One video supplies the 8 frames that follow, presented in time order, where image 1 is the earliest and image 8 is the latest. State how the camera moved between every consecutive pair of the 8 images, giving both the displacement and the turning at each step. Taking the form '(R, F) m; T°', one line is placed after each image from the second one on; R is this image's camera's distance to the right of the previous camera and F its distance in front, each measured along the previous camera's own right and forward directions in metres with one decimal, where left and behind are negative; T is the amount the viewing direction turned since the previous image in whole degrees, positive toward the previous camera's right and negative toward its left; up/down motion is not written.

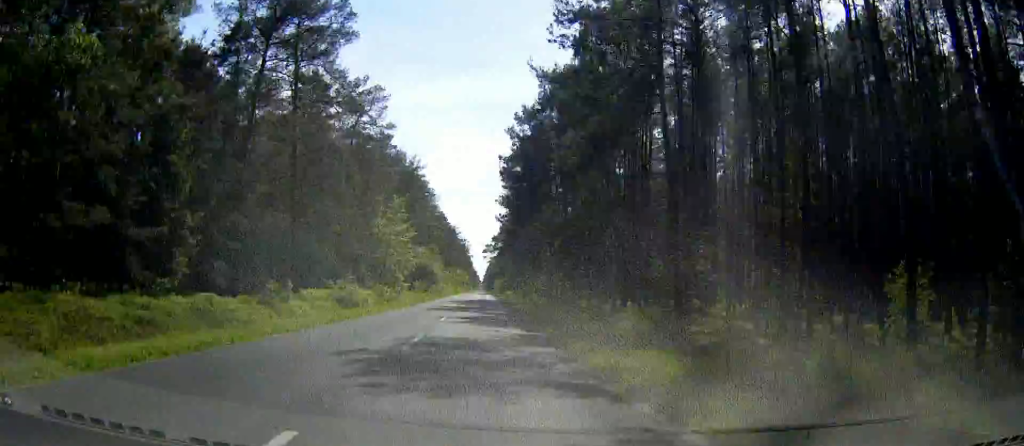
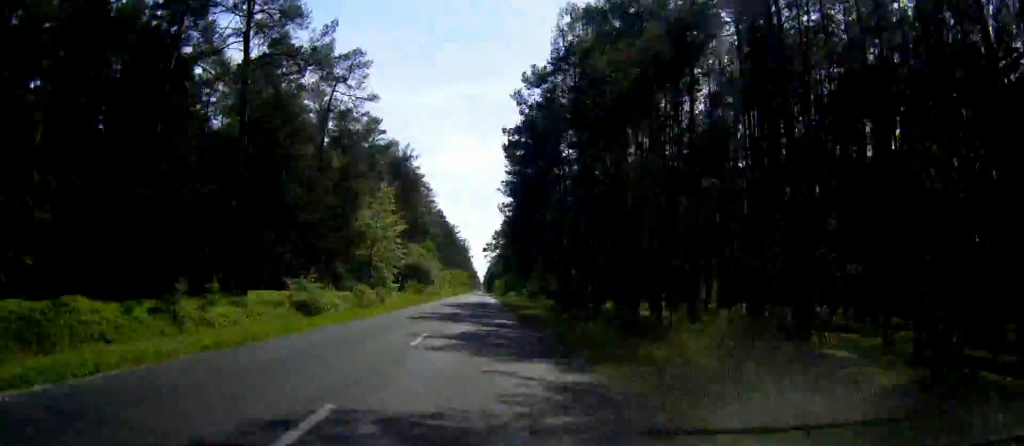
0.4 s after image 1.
(0.0, +10.7) m; 0°
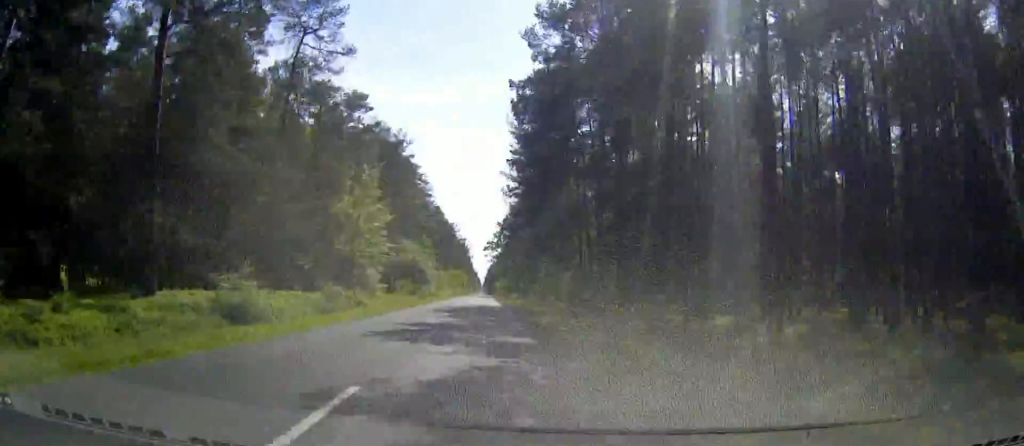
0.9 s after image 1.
(0.0, +10.7) m; 0°
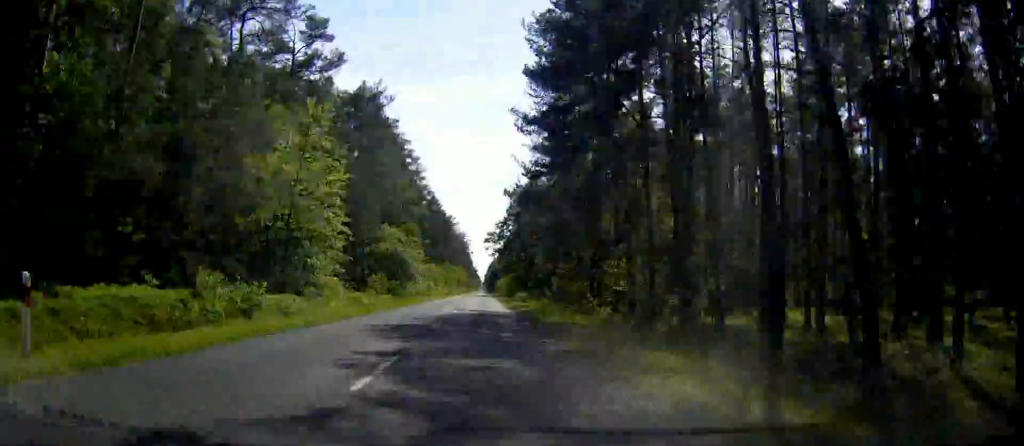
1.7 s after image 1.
(0.0, +20.5) m; 0°
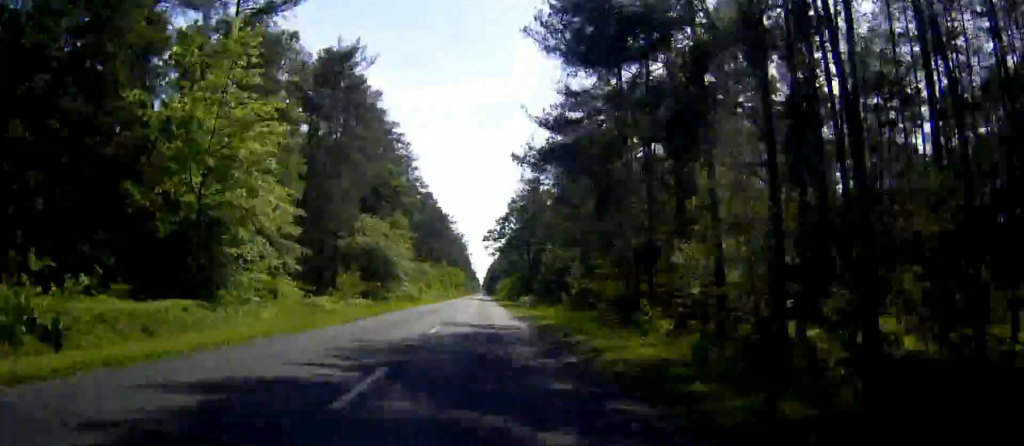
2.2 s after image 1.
(0.0, +13.1) m; 0°
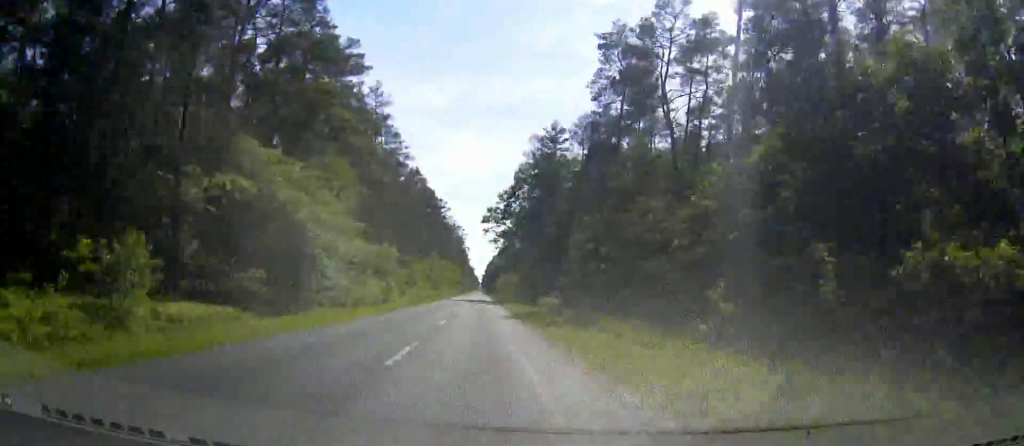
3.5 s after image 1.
(0.0, +32.0) m; 0°
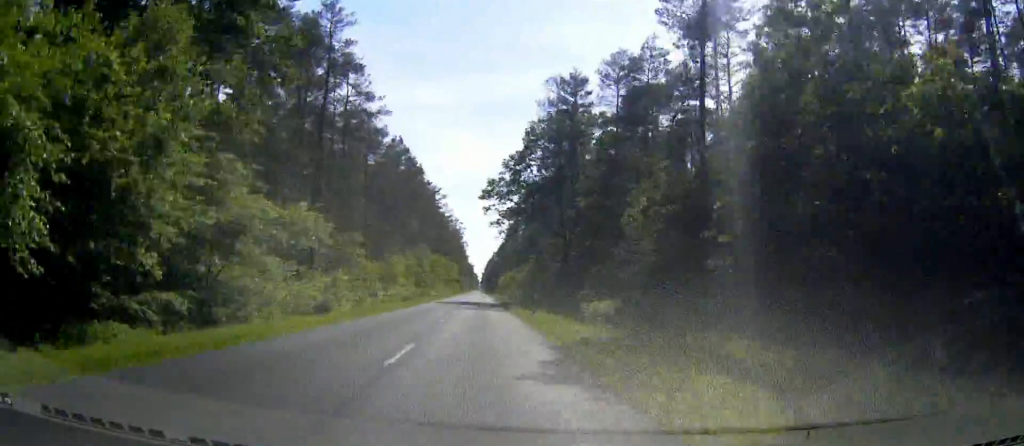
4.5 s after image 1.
(0.0, +23.8) m; 0°
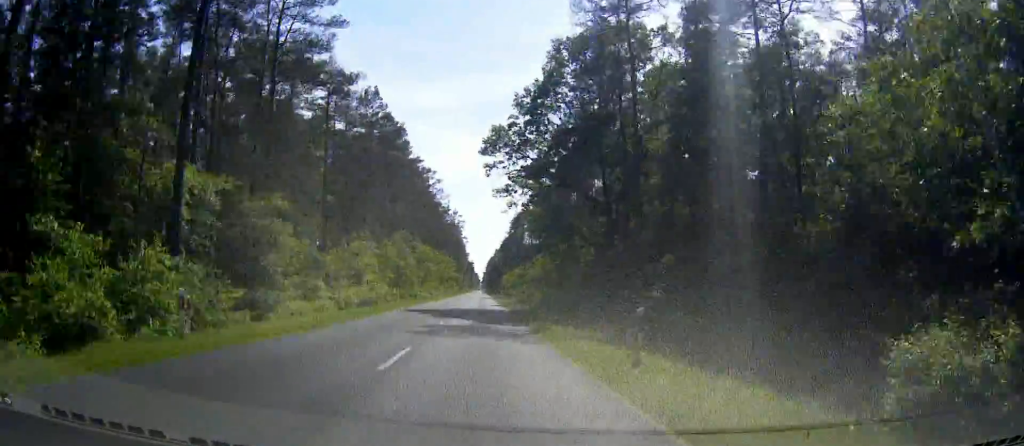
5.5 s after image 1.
(-0.1, +24.7) m; 0°
